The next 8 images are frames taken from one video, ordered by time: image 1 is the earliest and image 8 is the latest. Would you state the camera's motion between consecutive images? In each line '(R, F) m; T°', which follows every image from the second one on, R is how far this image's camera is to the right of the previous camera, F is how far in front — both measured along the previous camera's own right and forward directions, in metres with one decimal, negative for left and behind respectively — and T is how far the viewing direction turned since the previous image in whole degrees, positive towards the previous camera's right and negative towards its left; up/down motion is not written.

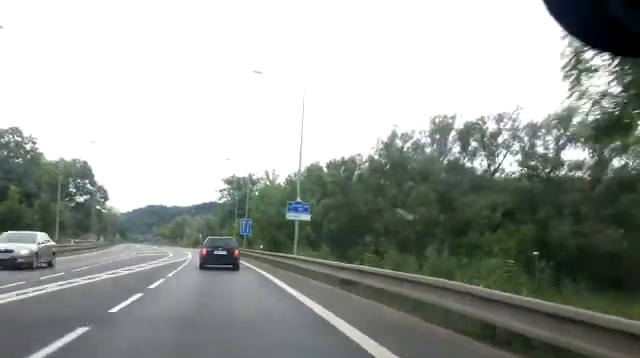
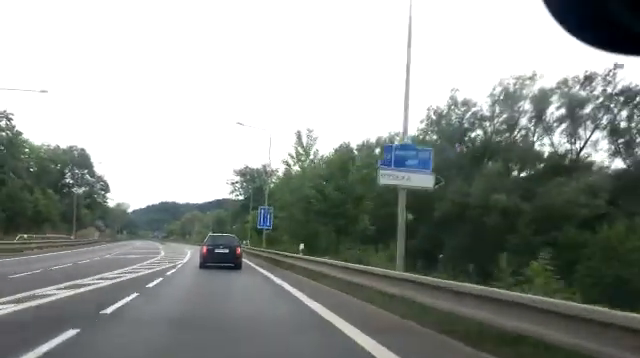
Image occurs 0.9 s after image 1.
(-0.1, +14.4) m; 0°
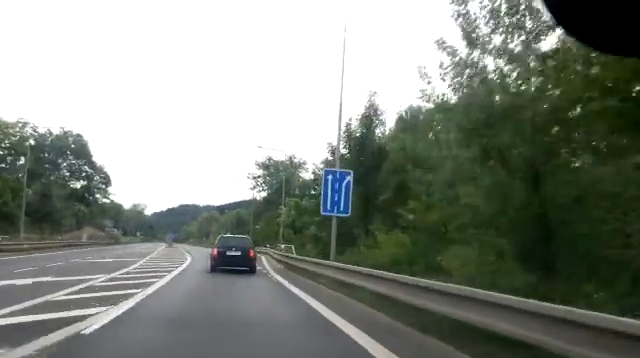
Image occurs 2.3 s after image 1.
(-0.5, +20.7) m; -4°
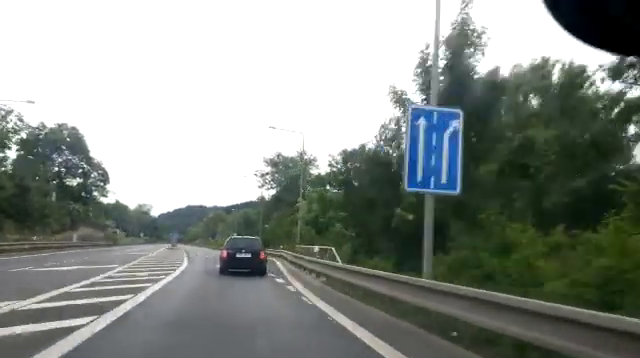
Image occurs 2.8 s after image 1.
(-0.3, +7.9) m; -1°
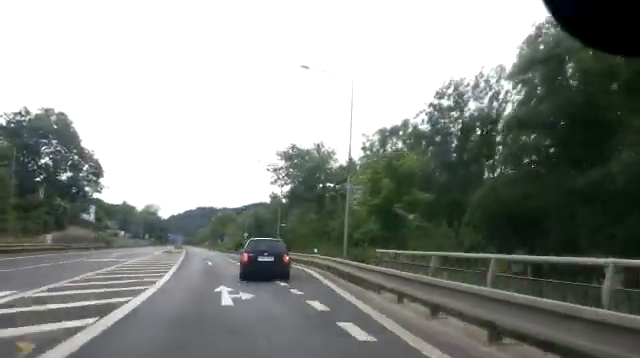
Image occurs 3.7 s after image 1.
(-0.1, +12.7) m; 0°
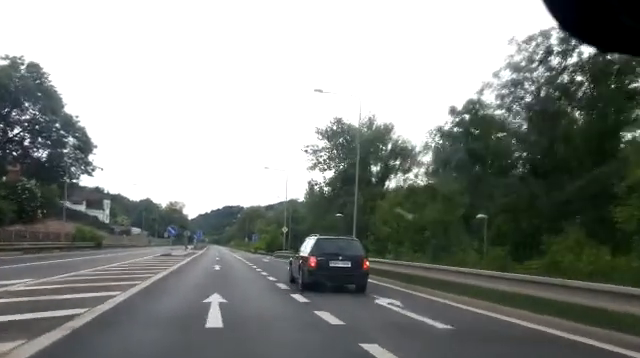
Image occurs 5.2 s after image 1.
(-0.2, +22.2) m; -1°
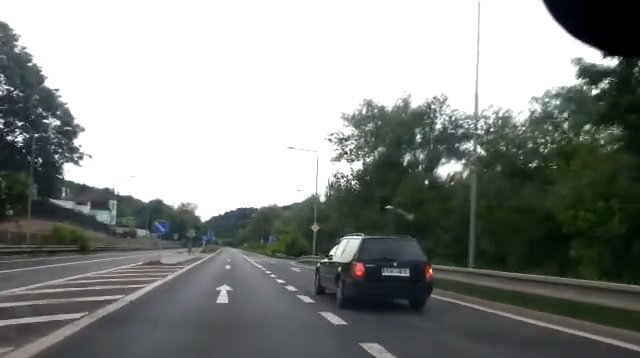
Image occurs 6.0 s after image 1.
(-0.2, +11.1) m; -1°
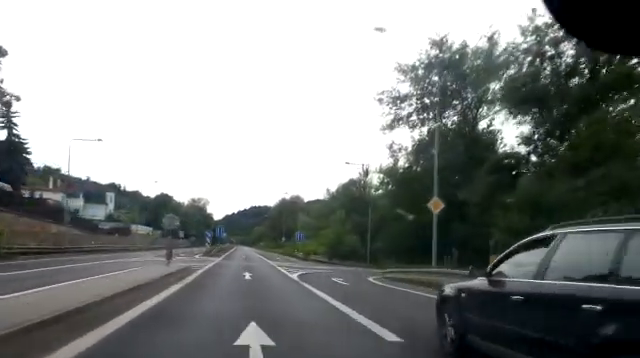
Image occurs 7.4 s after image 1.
(-0.3, +21.1) m; -3°
